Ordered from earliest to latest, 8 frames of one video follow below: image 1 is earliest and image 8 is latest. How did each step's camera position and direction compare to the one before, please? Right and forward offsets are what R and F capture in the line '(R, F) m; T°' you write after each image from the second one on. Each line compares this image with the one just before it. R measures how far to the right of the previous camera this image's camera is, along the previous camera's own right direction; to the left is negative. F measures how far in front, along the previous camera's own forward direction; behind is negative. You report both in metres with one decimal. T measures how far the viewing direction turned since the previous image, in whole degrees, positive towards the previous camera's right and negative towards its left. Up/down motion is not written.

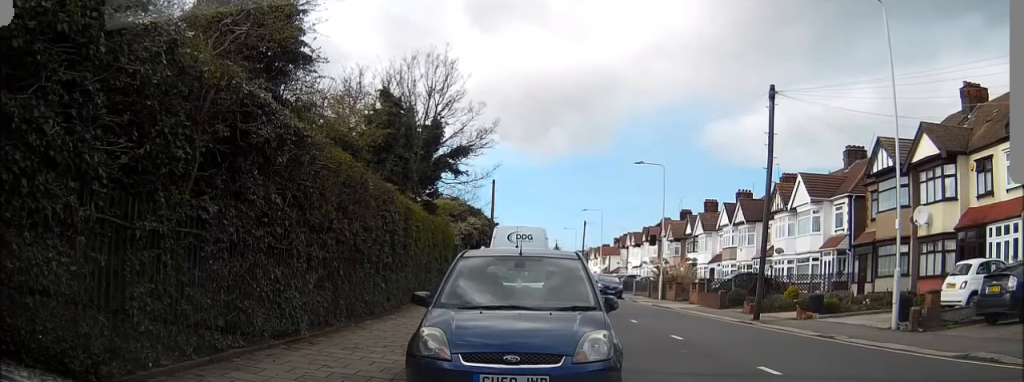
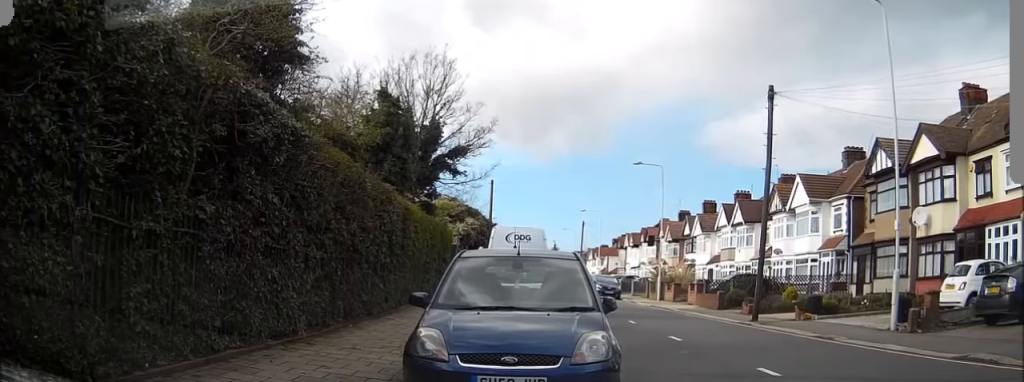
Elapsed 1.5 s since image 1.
(0.0, 0.0) m; 0°
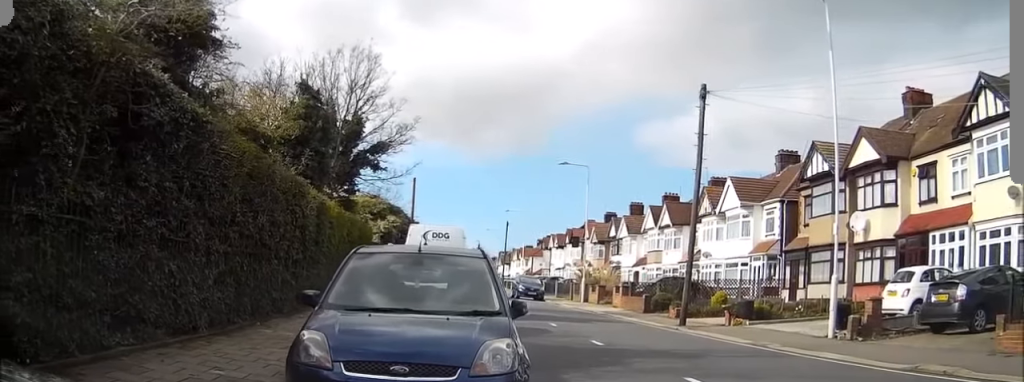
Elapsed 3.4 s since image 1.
(+0.1, +0.6) m; 0°
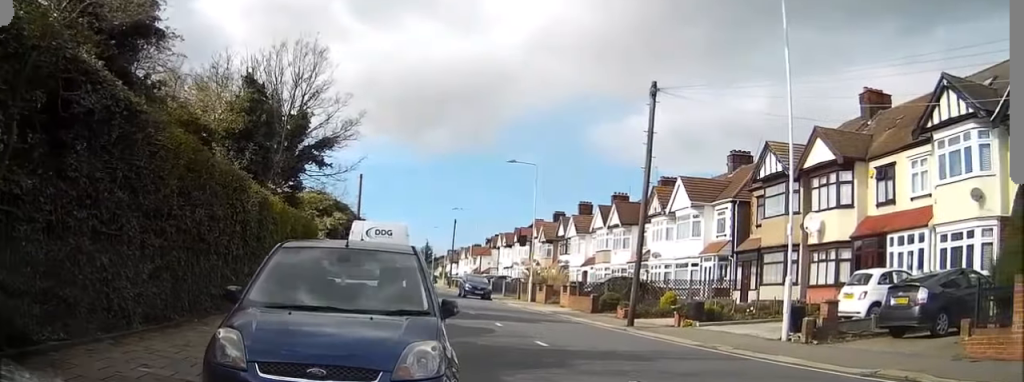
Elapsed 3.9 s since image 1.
(+0.1, +0.4) m; 0°
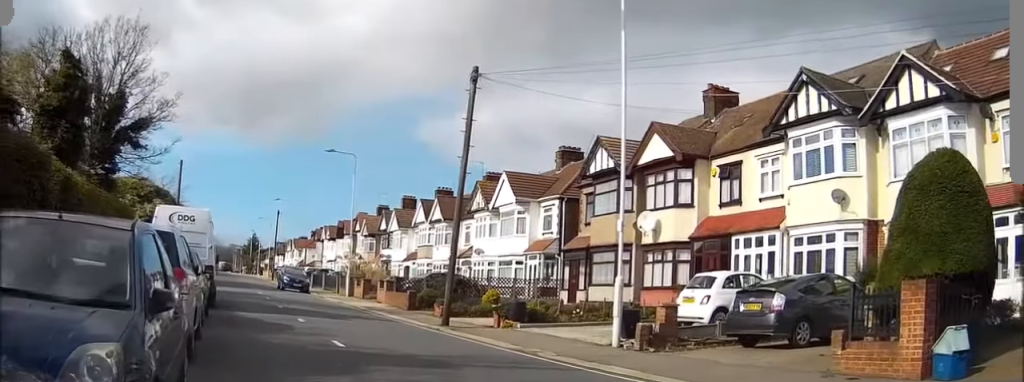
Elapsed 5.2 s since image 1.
(+0.4, +1.8) m; +7°
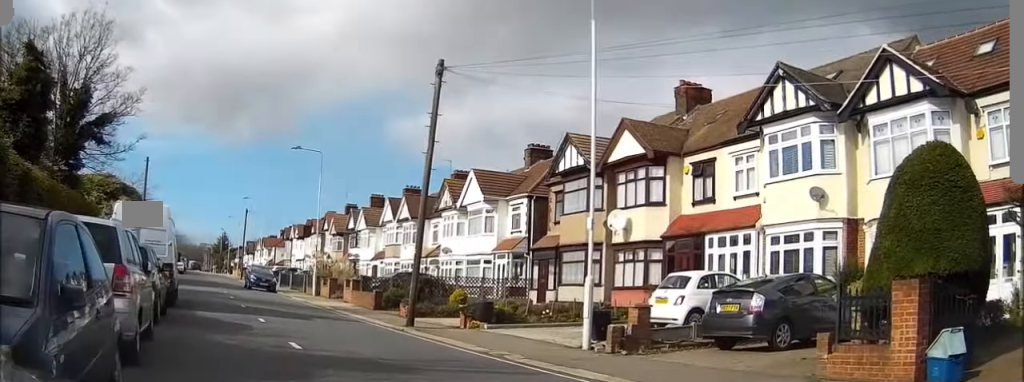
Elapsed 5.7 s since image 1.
(0.0, +0.7) m; +3°
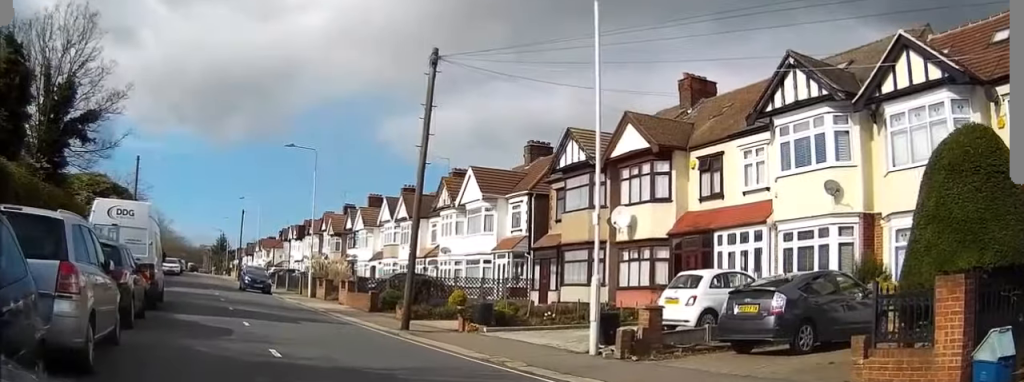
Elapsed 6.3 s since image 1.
(0.0, +1.2) m; -1°
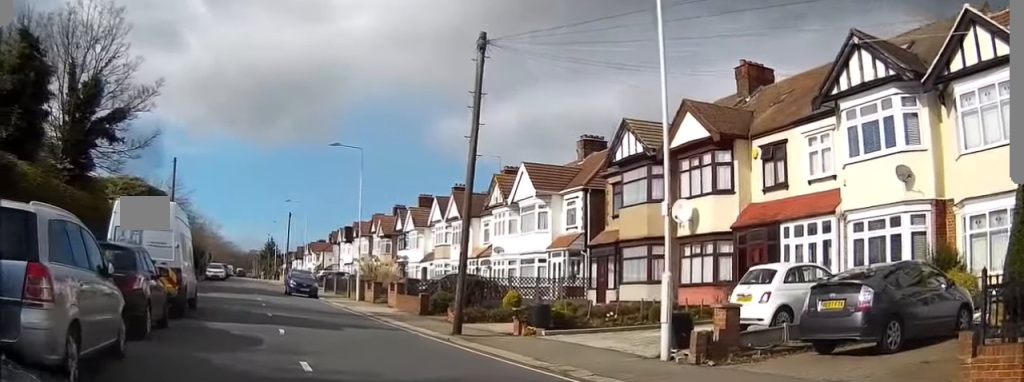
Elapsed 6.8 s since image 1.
(0.0, +1.3) m; -2°
